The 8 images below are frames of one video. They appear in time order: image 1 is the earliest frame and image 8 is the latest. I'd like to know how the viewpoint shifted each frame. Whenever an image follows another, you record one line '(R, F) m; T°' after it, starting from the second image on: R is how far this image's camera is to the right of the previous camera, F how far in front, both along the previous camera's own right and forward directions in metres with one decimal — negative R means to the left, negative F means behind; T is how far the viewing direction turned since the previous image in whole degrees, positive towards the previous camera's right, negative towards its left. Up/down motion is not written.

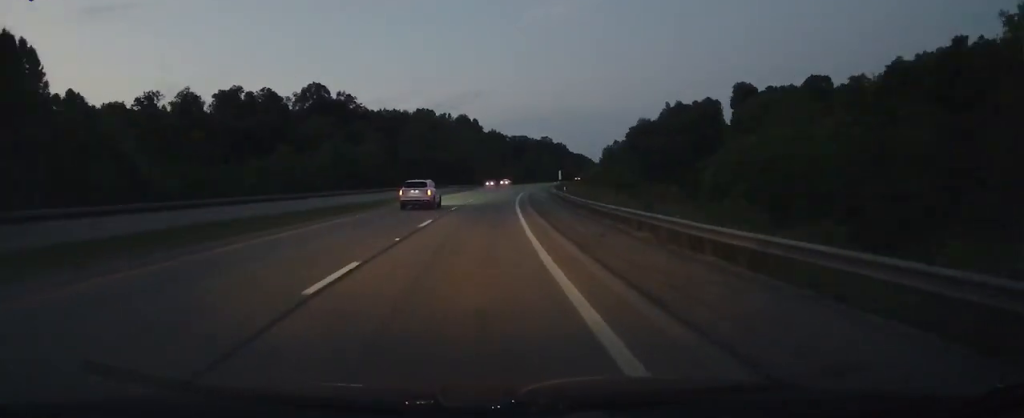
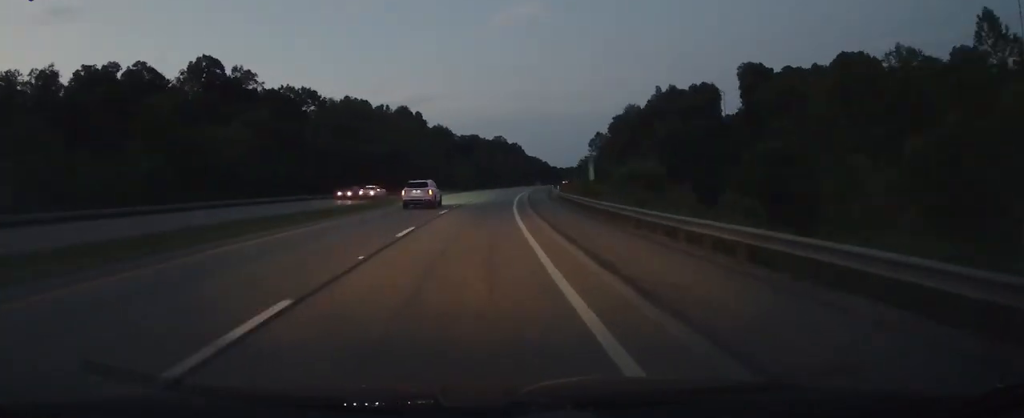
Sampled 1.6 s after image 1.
(+1.0, +52.7) m; +5°
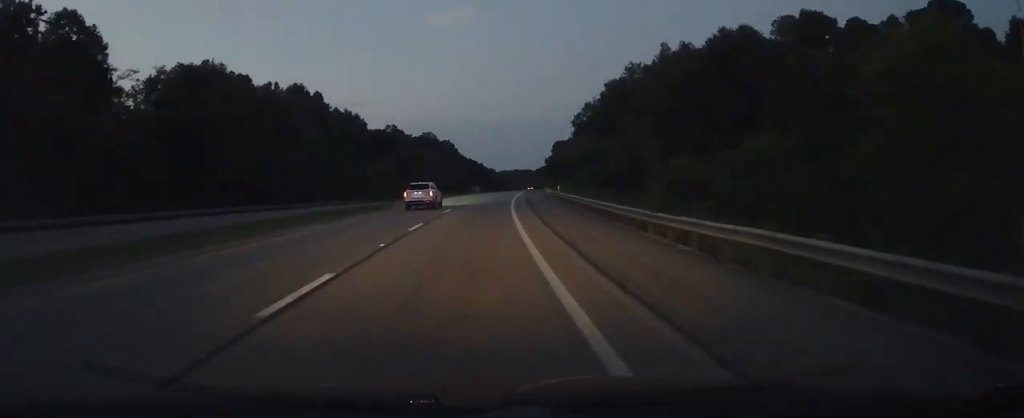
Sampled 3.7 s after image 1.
(+5.4, +69.9) m; +5°
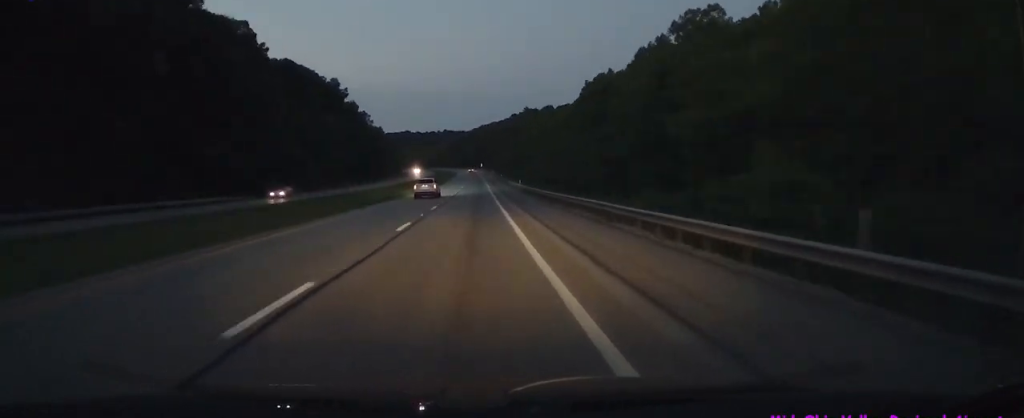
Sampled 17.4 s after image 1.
(+32.5, +450.1) m; +4°
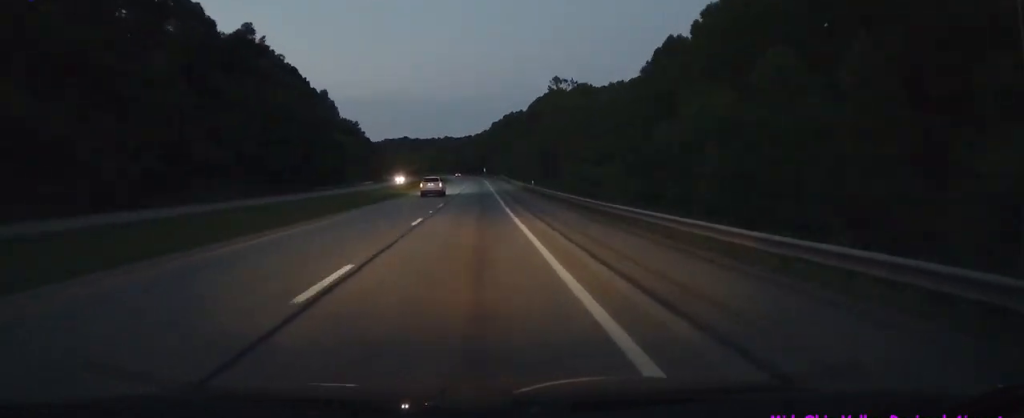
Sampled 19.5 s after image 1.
(0.0, +71.0) m; -1°
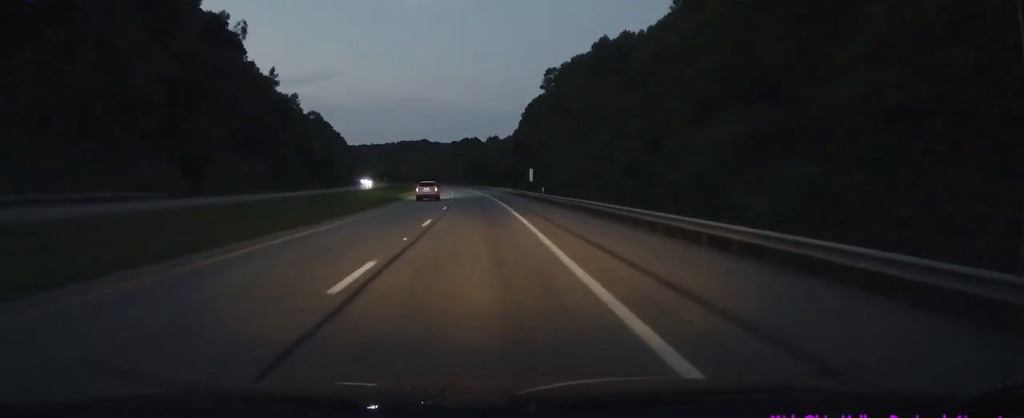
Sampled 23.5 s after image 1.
(-2.1, +132.6) m; -4°
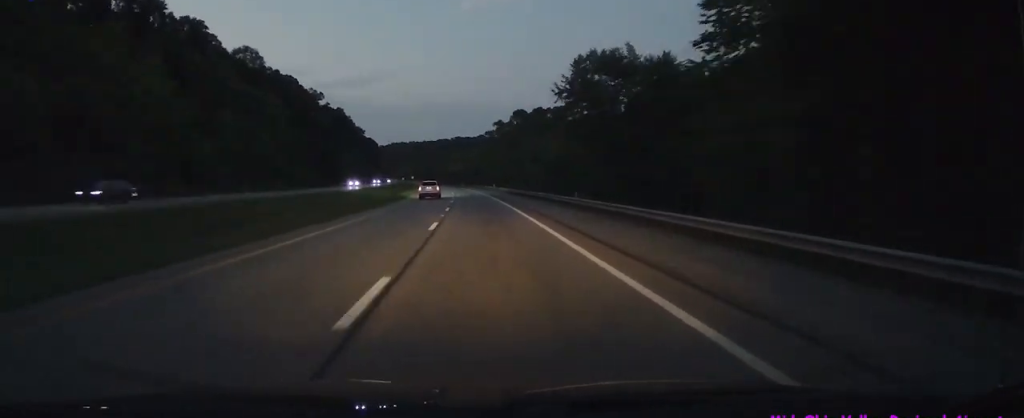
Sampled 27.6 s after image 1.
(-7.1, +135.5) m; -6°
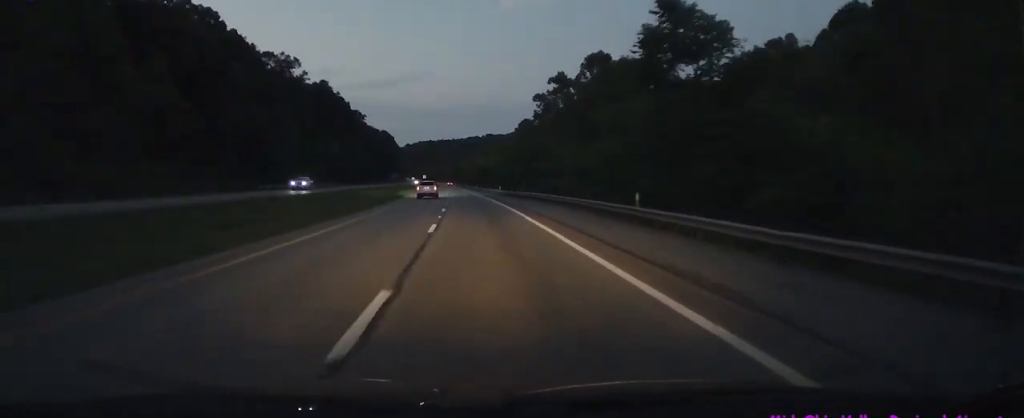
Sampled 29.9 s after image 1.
(-1.8, +74.0) m; -3°
